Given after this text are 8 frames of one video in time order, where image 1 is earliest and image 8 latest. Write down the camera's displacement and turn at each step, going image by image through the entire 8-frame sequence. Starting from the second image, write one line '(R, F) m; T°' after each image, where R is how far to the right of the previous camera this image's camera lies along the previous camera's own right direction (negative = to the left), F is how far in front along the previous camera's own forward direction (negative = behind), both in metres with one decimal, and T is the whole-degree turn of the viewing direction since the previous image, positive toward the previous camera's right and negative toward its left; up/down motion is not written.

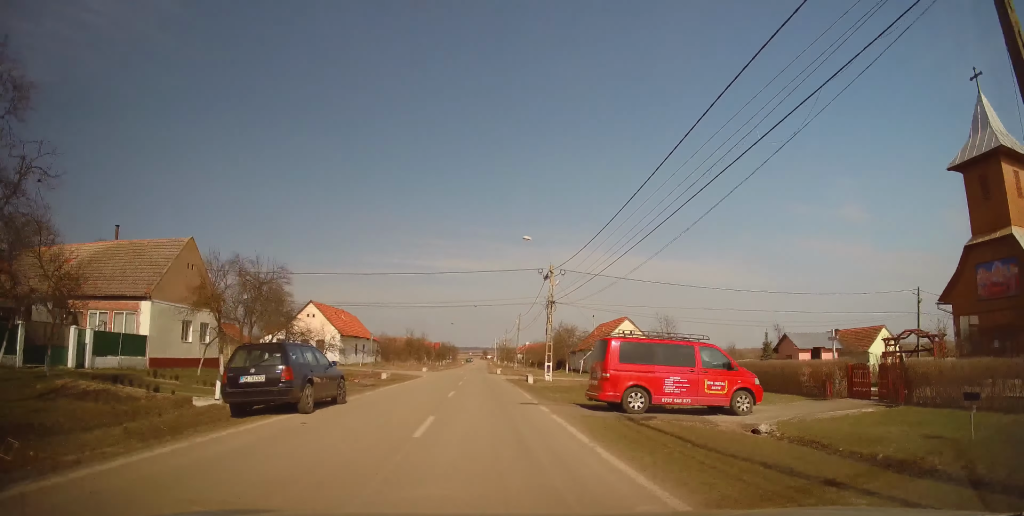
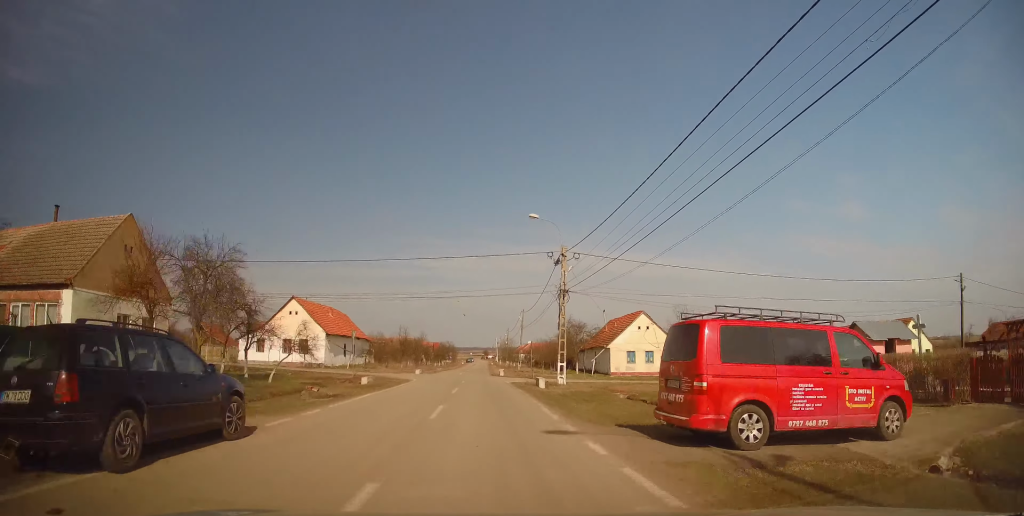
(-0.1, +5.9) m; -1°
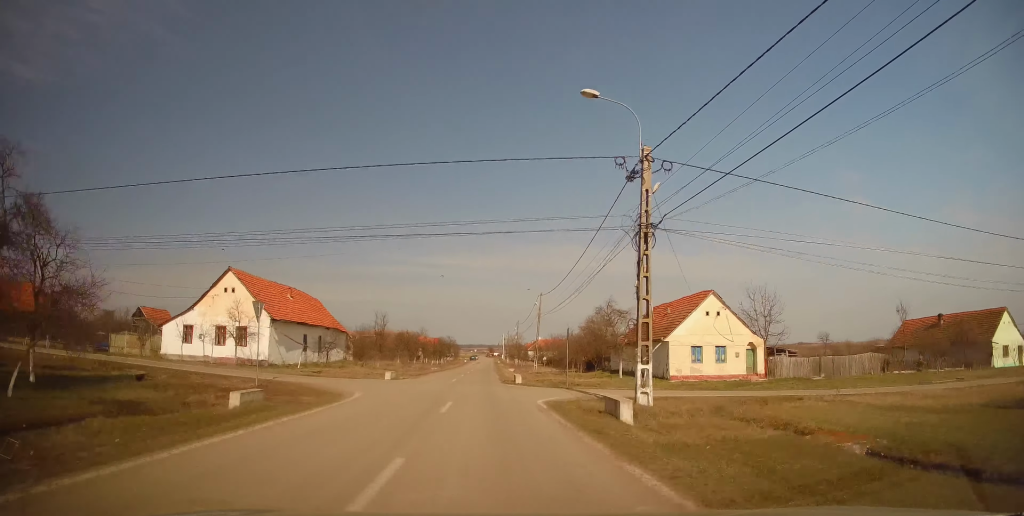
(-0.1, +16.4) m; 0°
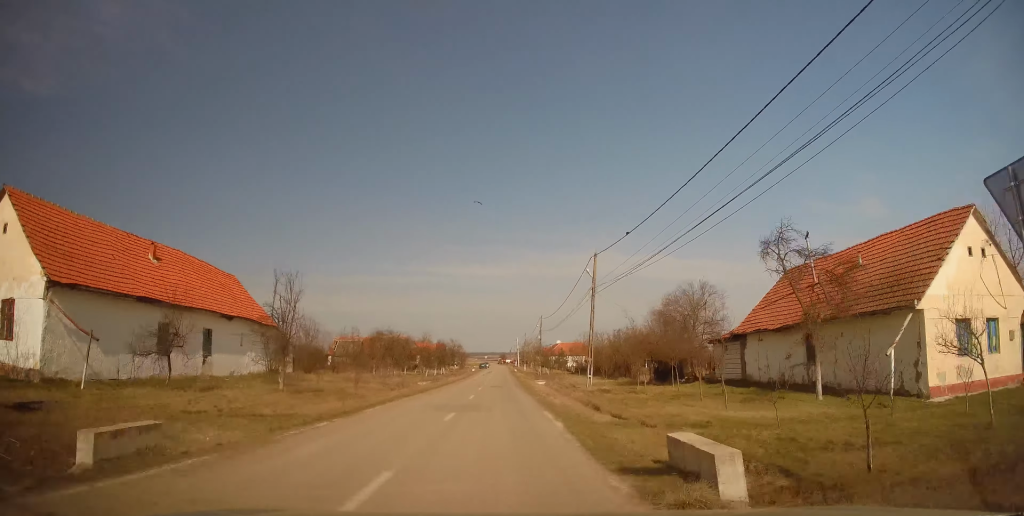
(0.0, +23.4) m; 0°
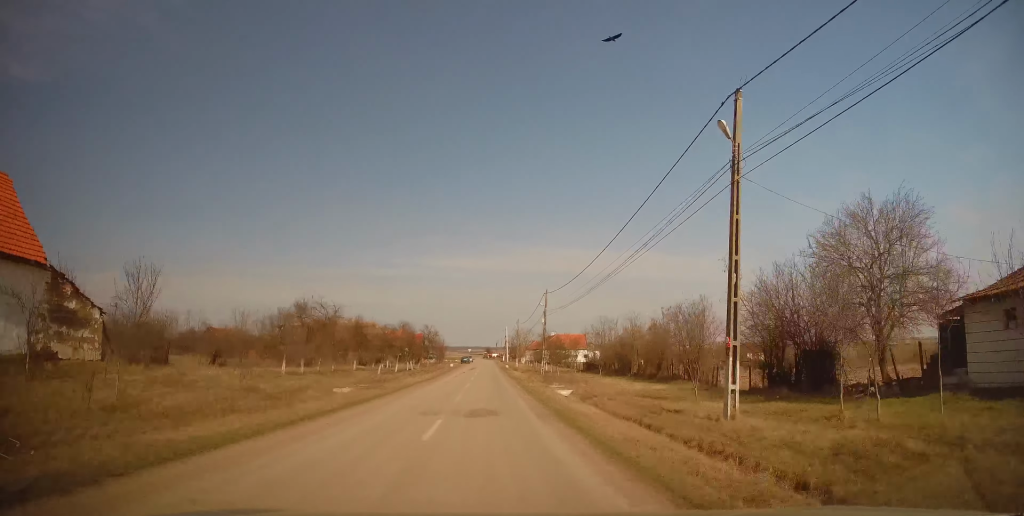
(+0.2, +20.2) m; +1°
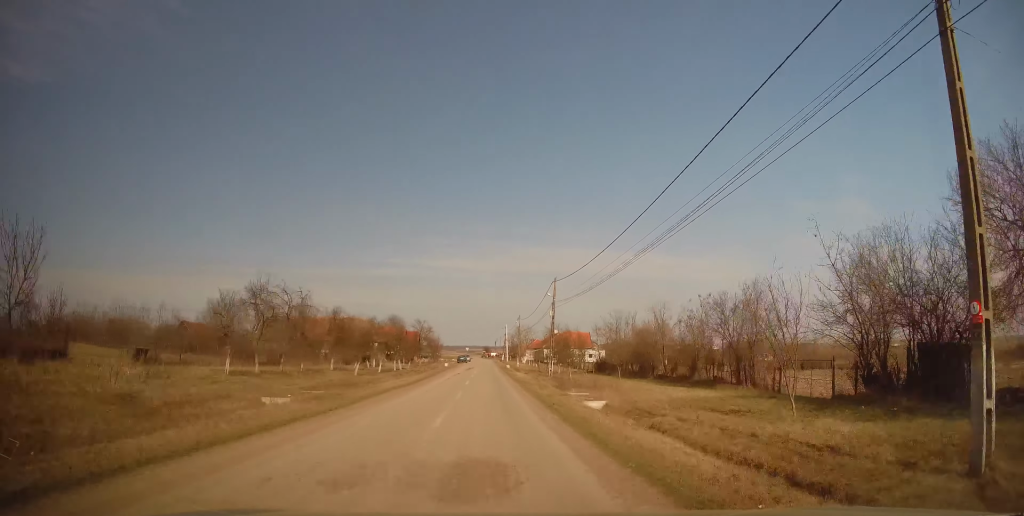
(0.0, +7.1) m; 0°
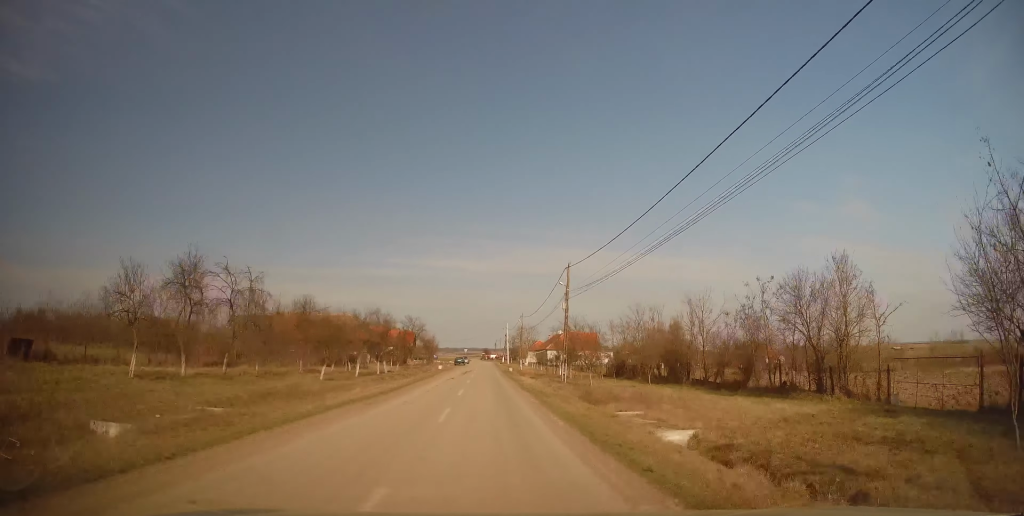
(0.0, +7.3) m; 0°
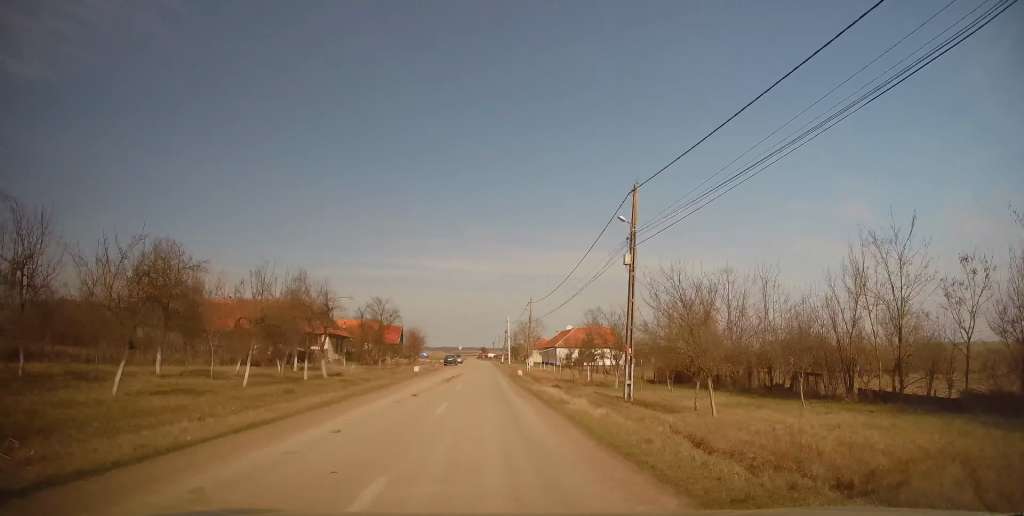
(-0.2, +16.4) m; 0°
